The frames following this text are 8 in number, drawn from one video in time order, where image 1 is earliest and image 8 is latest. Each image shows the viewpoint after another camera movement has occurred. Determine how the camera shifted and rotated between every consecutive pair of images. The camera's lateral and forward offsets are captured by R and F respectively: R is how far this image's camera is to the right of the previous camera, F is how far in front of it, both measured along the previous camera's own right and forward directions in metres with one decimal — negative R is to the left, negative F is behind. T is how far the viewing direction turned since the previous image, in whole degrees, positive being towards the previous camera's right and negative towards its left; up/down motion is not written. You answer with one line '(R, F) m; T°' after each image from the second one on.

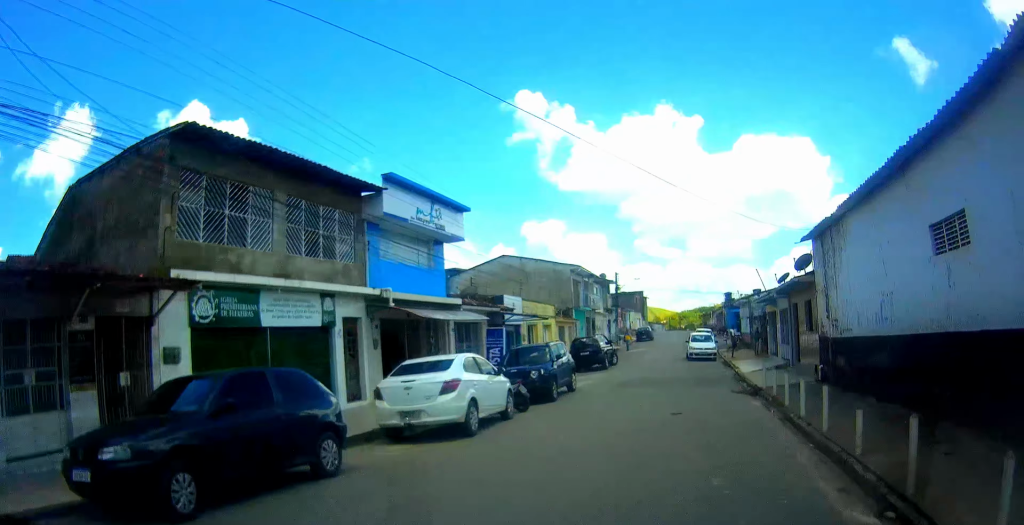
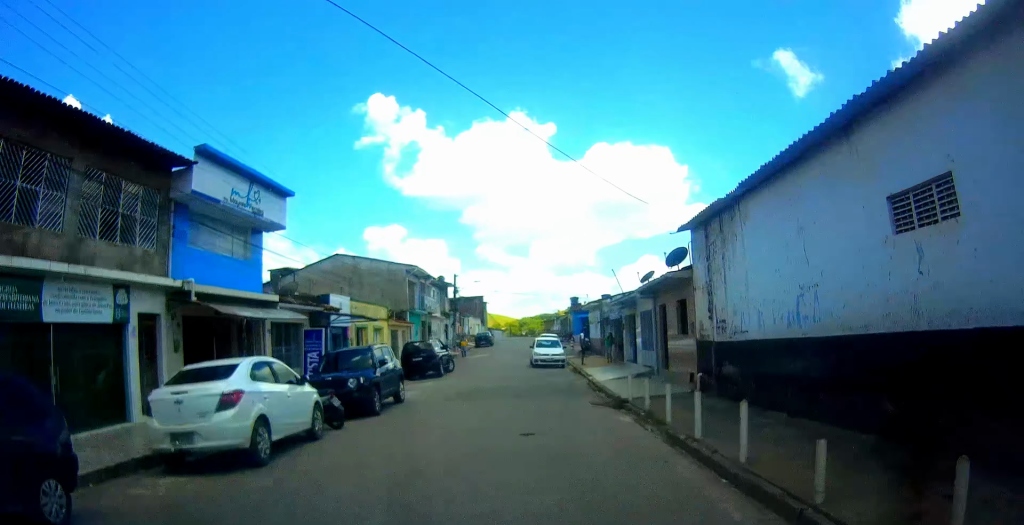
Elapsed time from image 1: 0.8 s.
(+0.4, +2.7) m; +13°
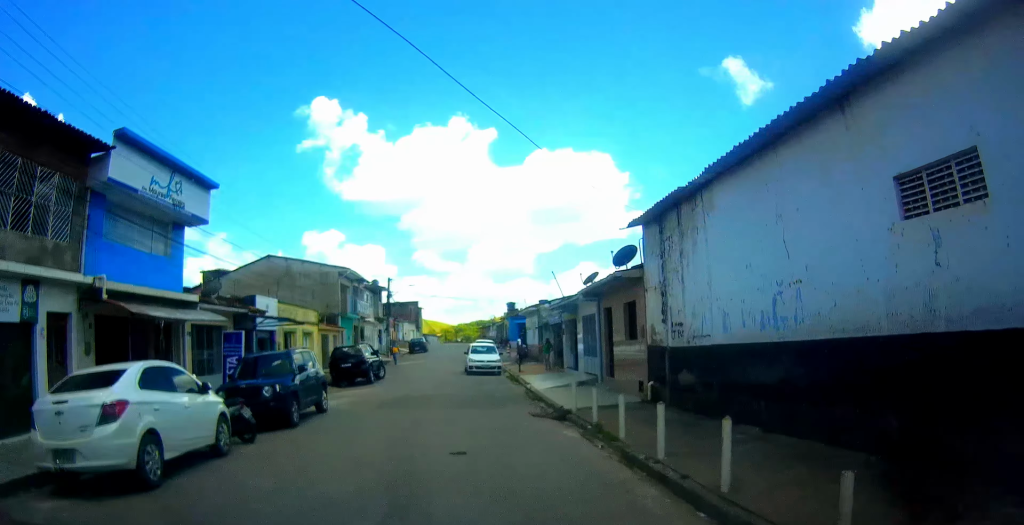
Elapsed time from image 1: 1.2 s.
(0.0, +1.4) m; +7°
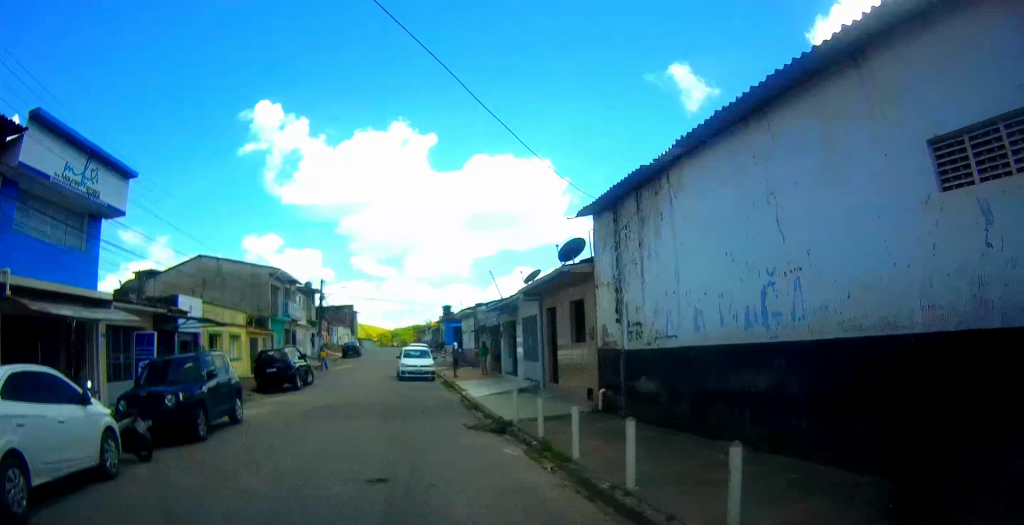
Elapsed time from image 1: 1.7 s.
(+0.2, +1.8) m; +7°
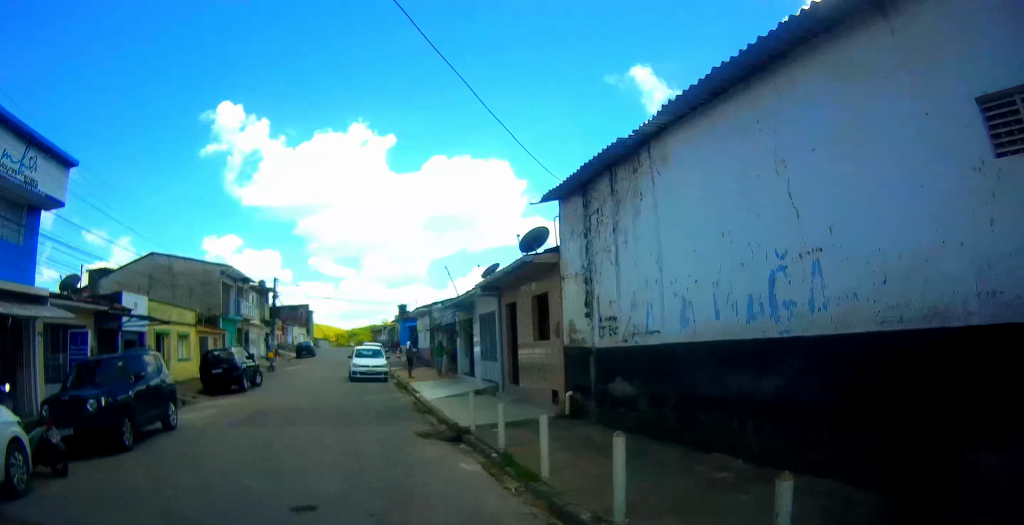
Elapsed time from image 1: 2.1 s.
(0.0, +1.6) m; +6°
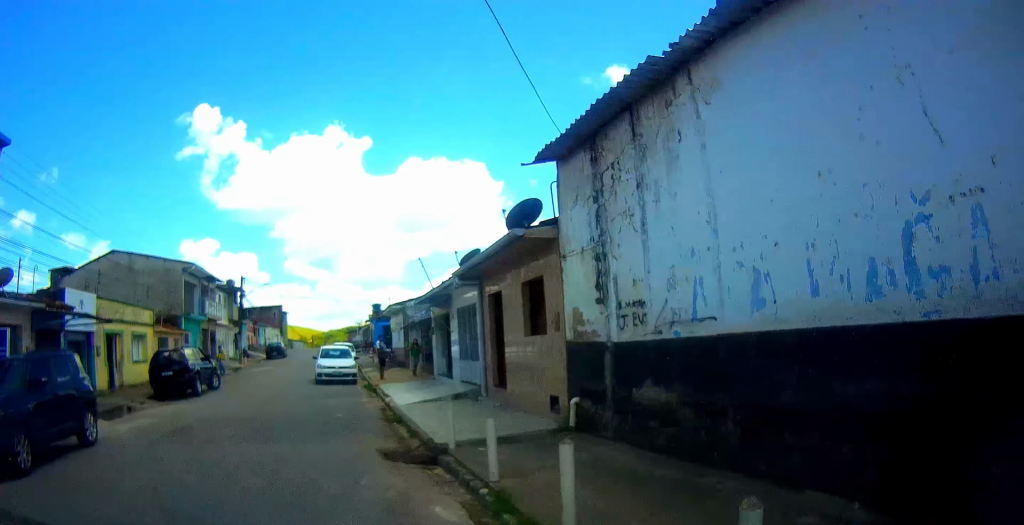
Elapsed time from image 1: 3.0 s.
(+0.5, +3.5) m; +12°
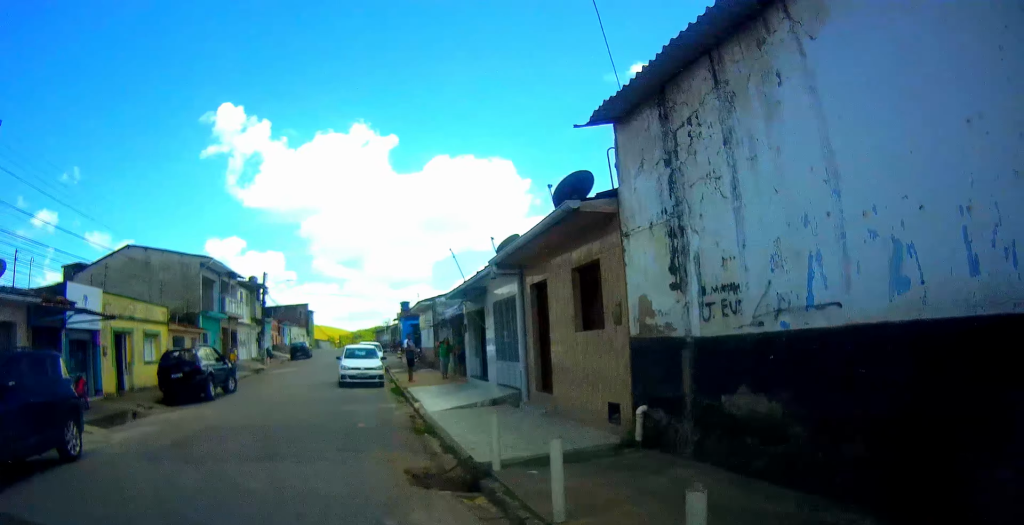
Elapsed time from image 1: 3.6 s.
(+0.2, +2.6) m; +4°
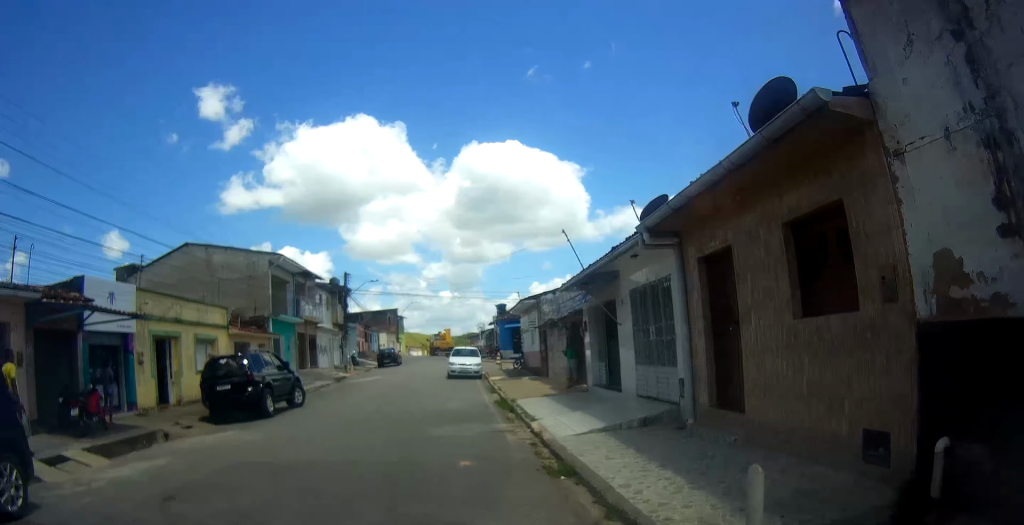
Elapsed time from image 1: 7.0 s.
(+0.1, +7.5) m; -1°
